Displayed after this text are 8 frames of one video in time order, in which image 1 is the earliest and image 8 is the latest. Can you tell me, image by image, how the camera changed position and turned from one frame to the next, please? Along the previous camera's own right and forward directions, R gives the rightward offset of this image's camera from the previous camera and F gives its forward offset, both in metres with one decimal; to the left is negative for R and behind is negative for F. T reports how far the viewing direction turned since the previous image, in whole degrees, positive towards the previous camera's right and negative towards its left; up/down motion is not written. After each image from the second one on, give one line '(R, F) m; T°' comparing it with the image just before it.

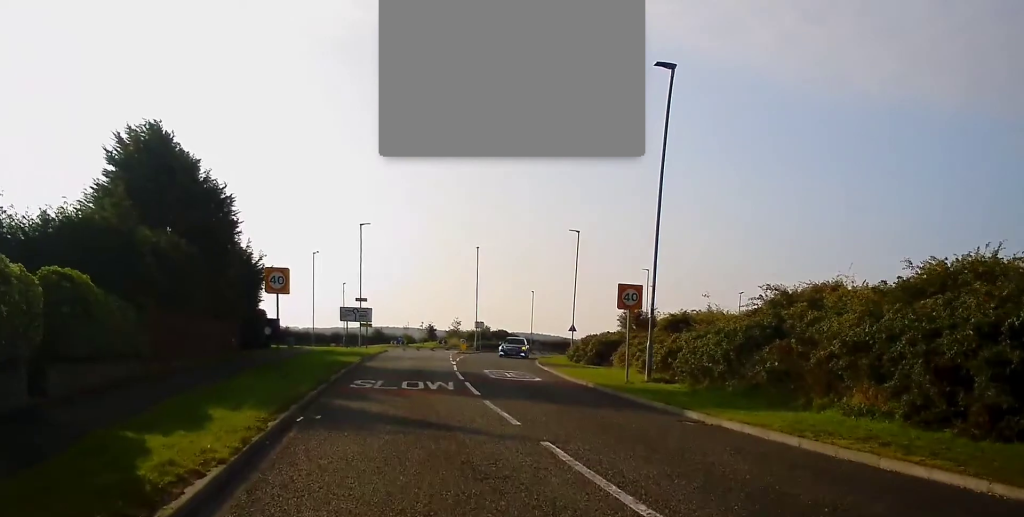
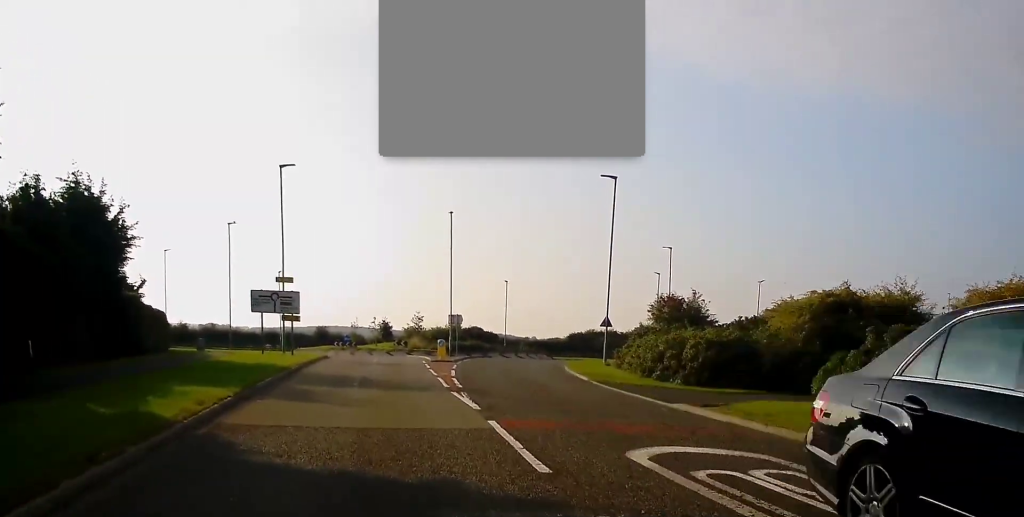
(+0.6, +22.2) m; +3°
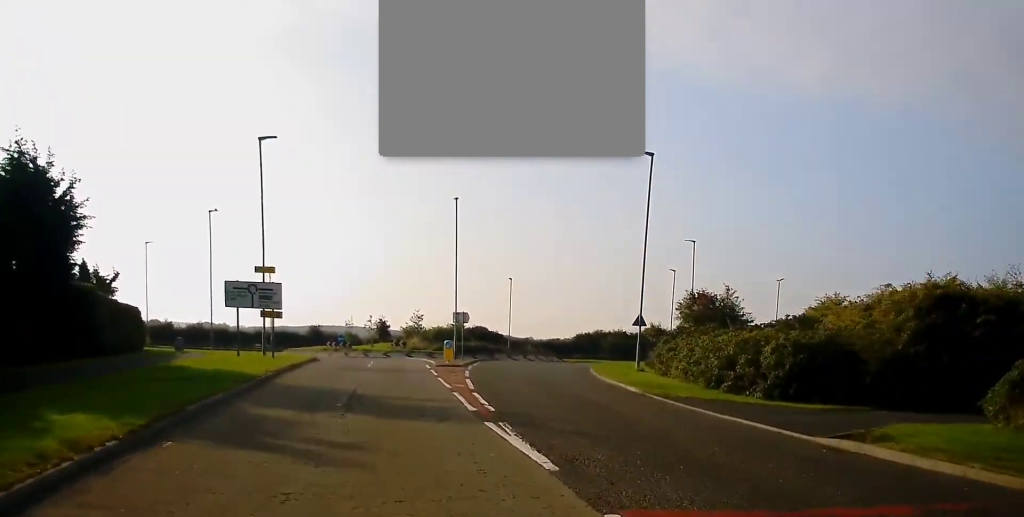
(0.0, +6.0) m; +1°
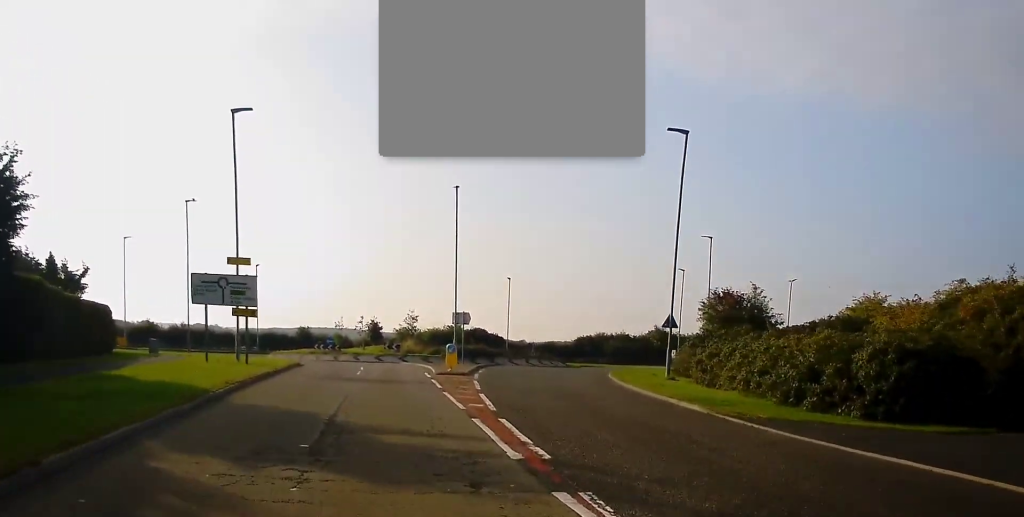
(+0.1, +4.8) m; +1°
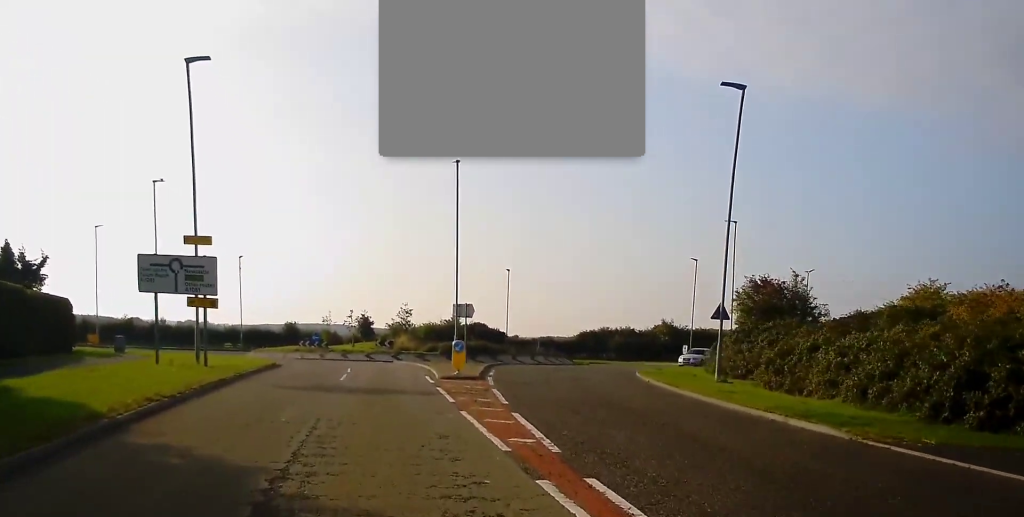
(+0.1, +5.7) m; 0°
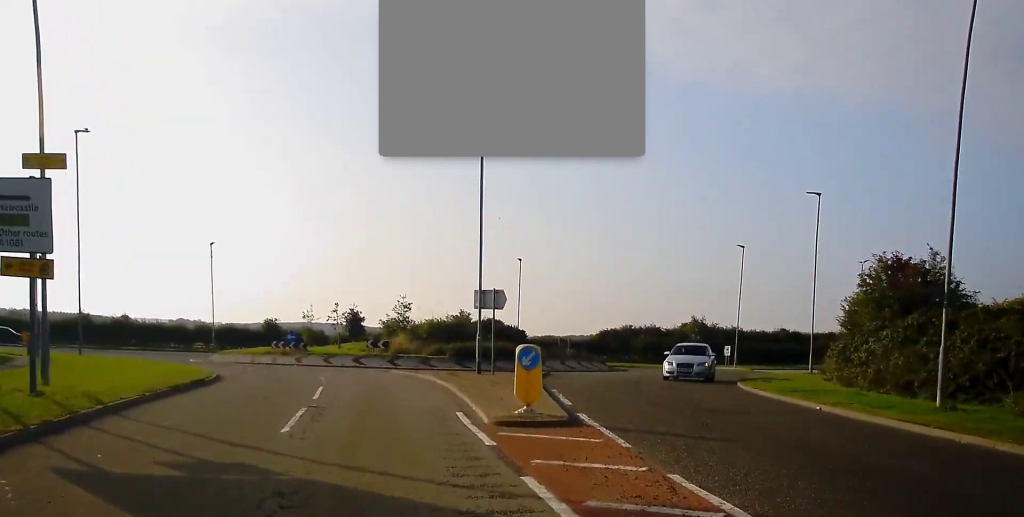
(-0.2, +11.8) m; 0°
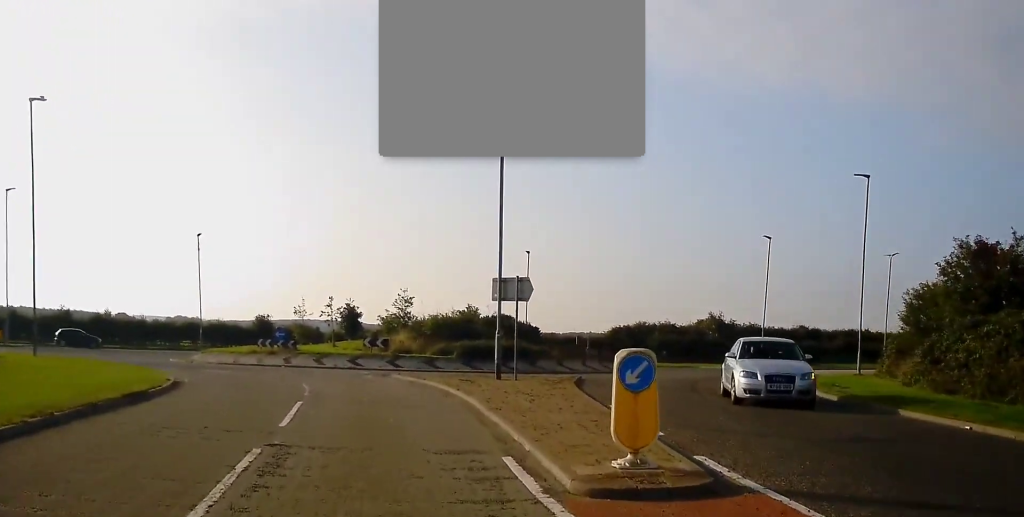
(+0.2, +5.0) m; +1°
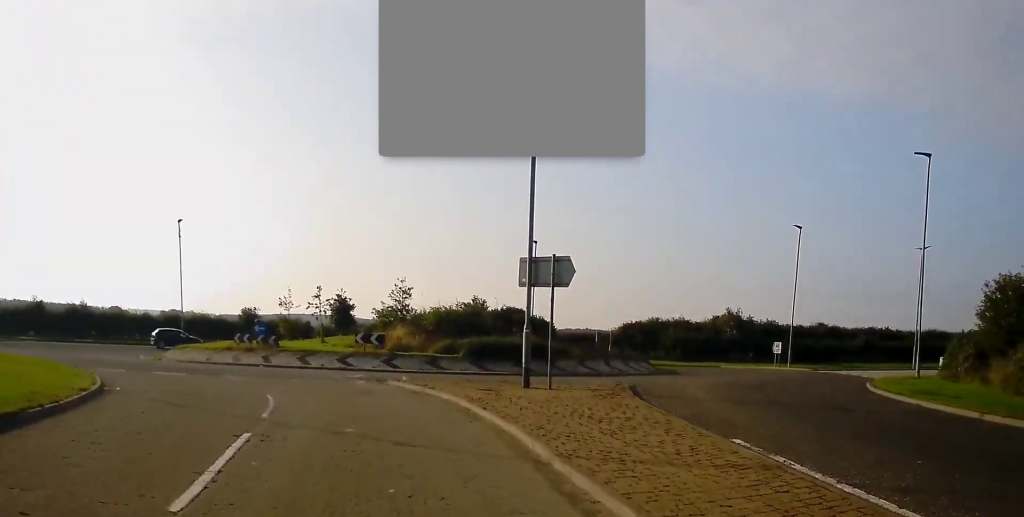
(+0.1, +5.4) m; 0°
